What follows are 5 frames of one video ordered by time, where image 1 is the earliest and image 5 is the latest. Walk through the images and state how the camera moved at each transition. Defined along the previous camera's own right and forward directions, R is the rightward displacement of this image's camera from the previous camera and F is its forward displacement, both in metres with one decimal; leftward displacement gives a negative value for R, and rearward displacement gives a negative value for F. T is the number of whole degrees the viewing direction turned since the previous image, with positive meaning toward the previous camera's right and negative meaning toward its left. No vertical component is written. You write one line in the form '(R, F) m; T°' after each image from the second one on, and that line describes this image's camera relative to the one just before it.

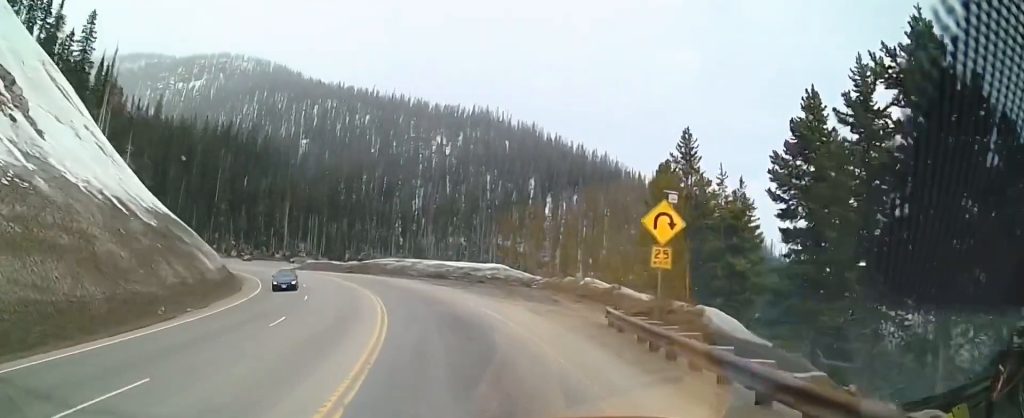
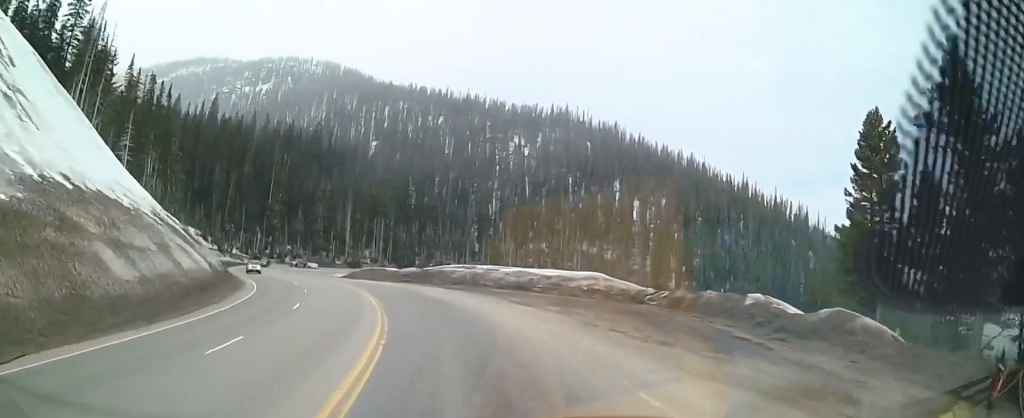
(-1.8, +19.4) m; -11°
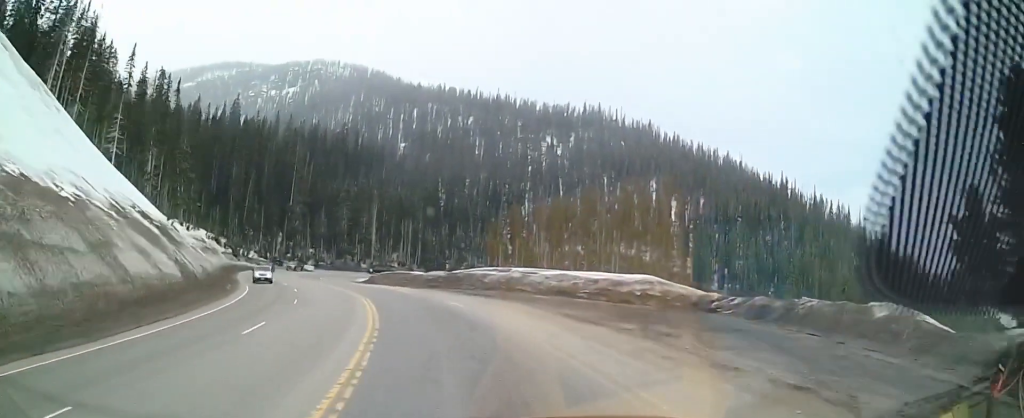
(-0.4, +9.3) m; -4°
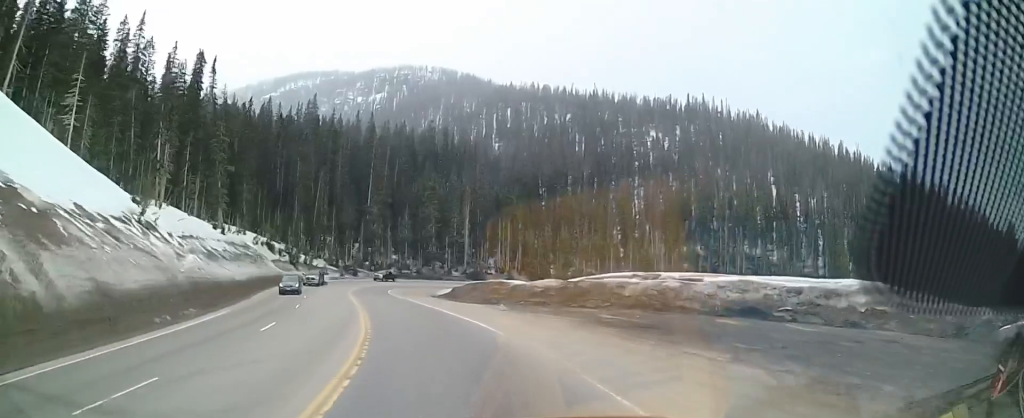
(-1.0, +22.7) m; -7°
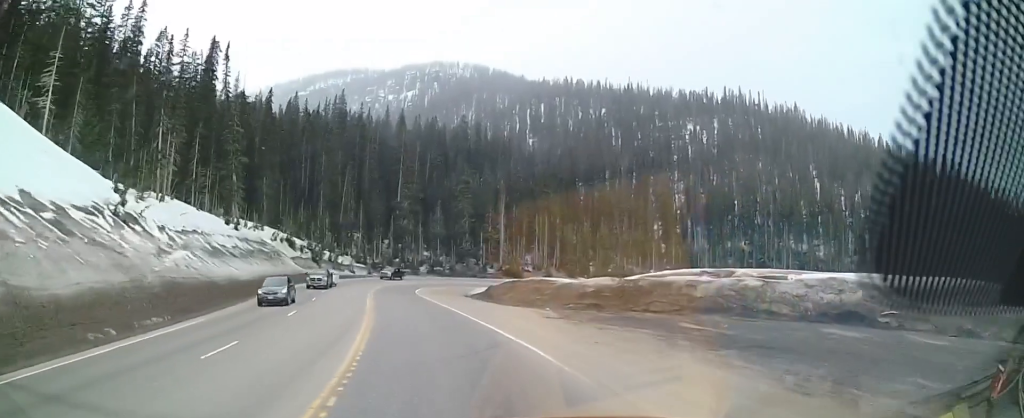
(-0.3, +6.9) m; -3°
